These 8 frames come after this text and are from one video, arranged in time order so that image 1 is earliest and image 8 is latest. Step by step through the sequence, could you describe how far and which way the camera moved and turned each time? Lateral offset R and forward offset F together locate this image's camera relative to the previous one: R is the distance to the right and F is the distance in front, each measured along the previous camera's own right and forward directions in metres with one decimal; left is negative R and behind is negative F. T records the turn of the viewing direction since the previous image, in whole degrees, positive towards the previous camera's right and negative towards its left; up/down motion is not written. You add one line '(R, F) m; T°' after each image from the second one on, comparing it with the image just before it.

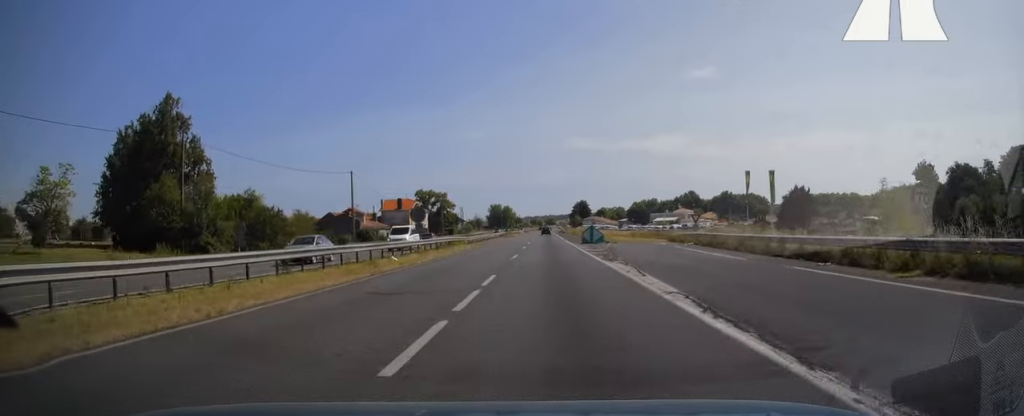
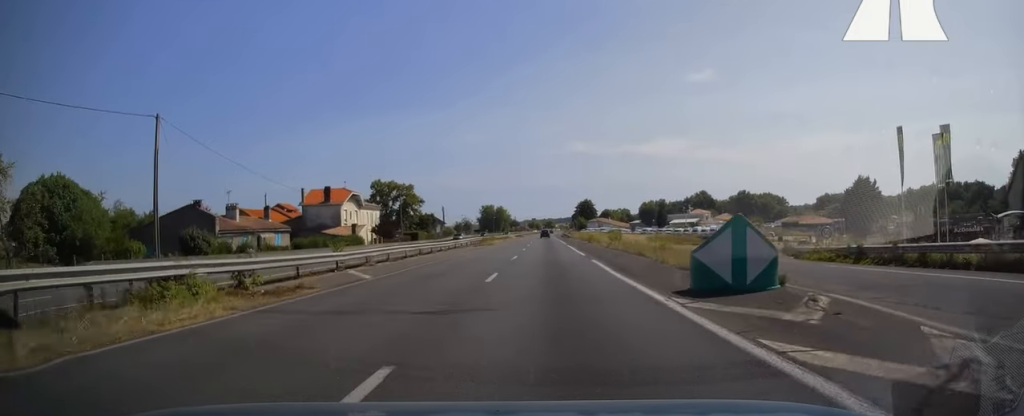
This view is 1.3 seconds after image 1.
(-0.3, +39.3) m; 0°
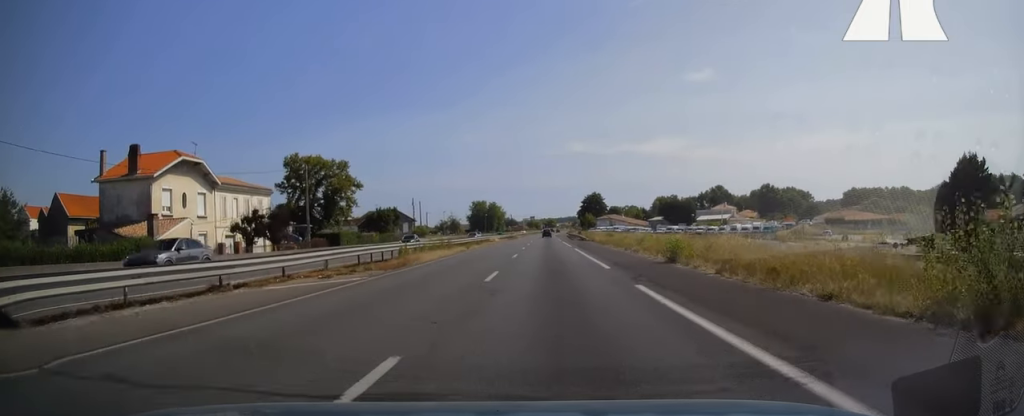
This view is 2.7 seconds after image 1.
(+0.4, +40.8) m; 0°
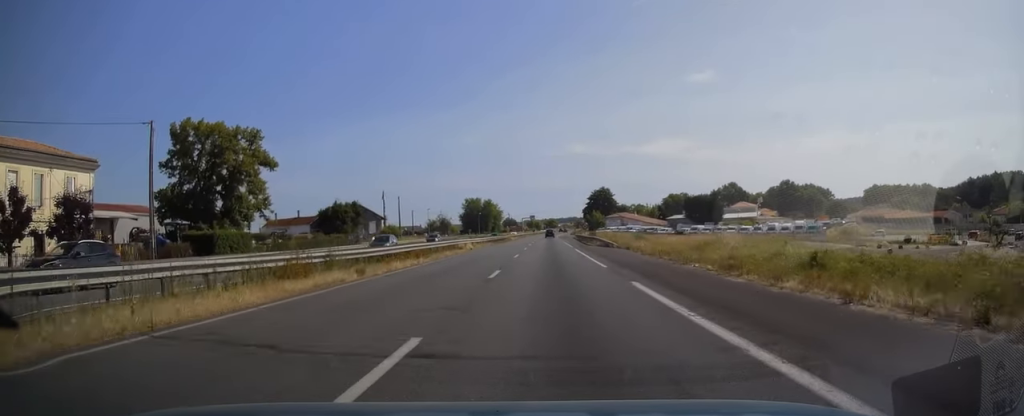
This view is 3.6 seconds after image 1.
(0.0, +26.5) m; -1°
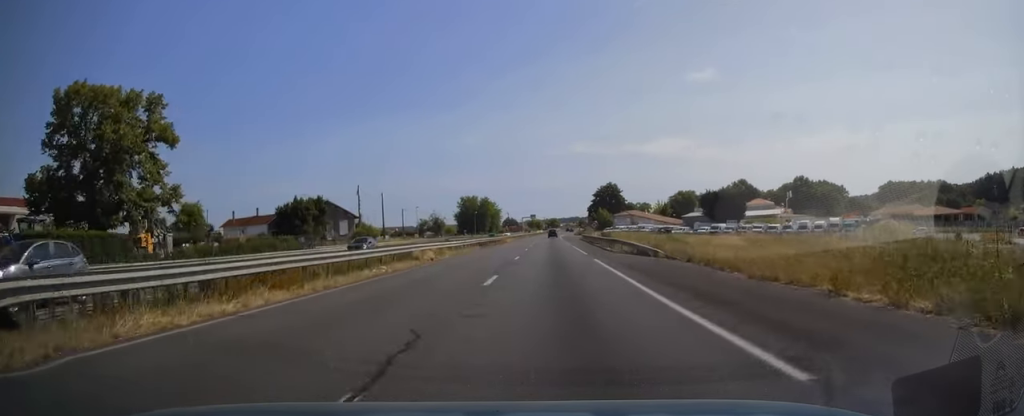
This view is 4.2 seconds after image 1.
(0.0, +16.2) m; 0°
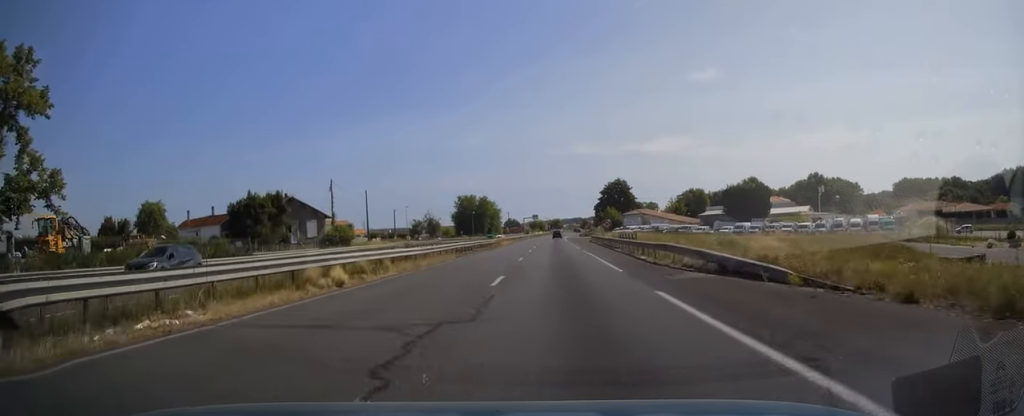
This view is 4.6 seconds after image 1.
(-0.2, +13.8) m; 0°
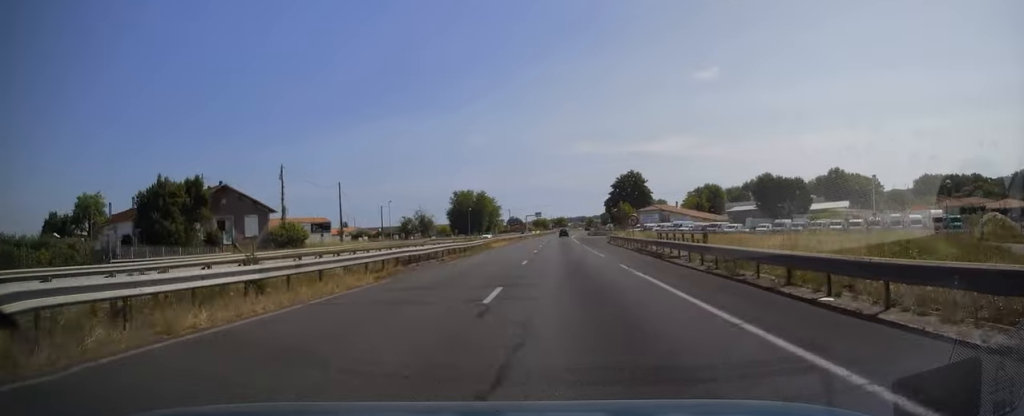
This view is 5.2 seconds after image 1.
(-0.1, +17.7) m; 0°
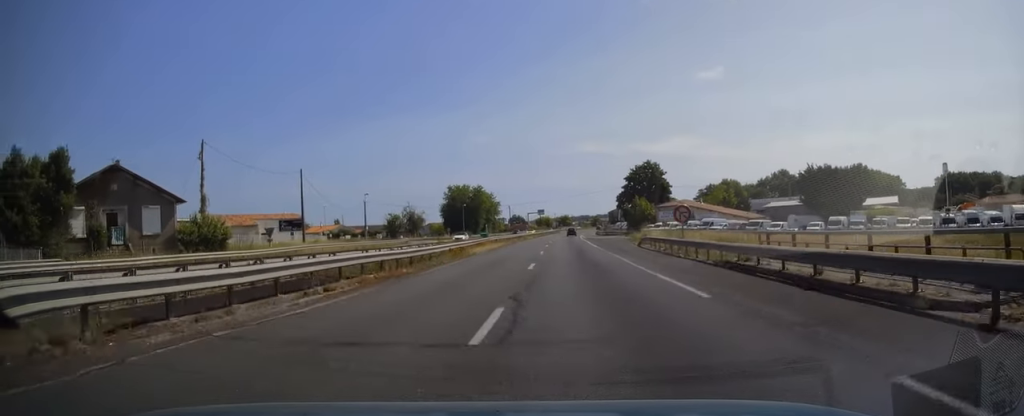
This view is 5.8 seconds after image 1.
(+0.2, +17.6) m; 0°
